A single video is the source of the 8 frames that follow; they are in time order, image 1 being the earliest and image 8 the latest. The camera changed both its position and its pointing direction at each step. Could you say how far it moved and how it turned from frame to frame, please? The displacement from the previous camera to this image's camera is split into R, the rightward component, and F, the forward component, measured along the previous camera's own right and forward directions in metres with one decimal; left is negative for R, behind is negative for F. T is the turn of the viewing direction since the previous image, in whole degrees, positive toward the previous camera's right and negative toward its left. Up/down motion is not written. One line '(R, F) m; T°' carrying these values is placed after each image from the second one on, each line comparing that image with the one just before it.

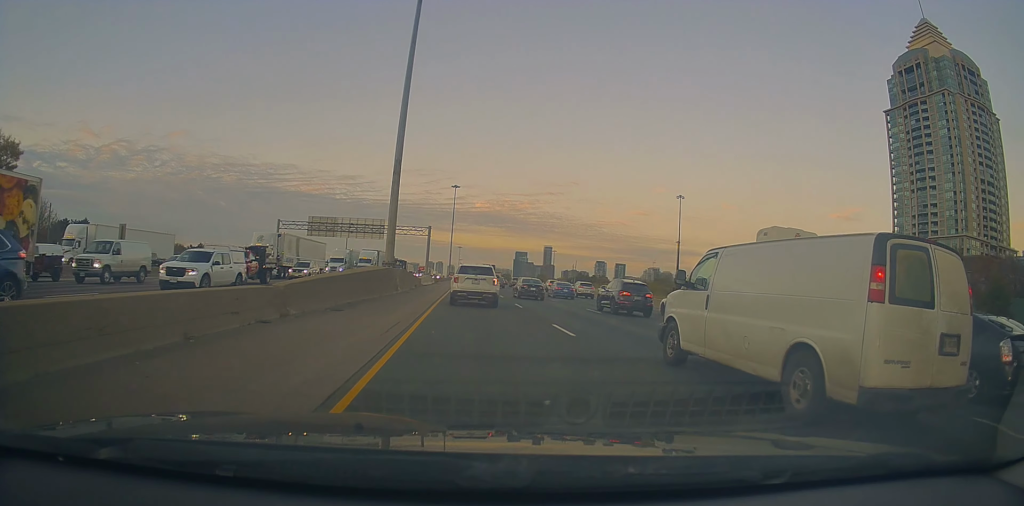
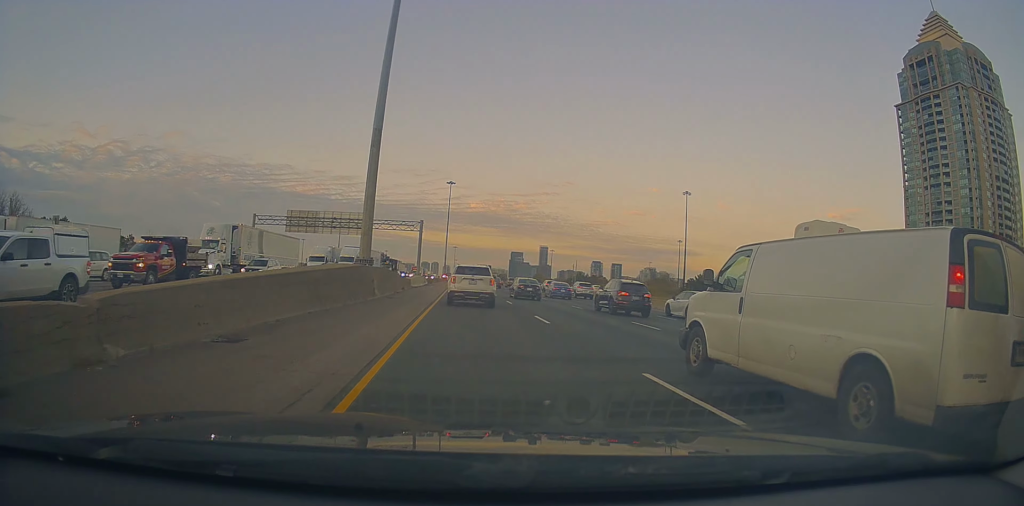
(-0.1, +8.4) m; -1°
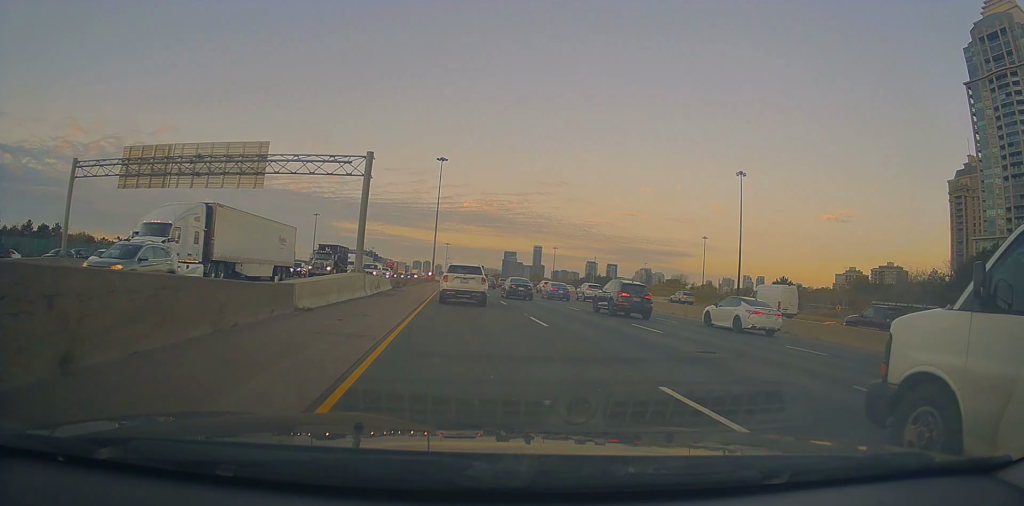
(+0.6, +36.9) m; +2°
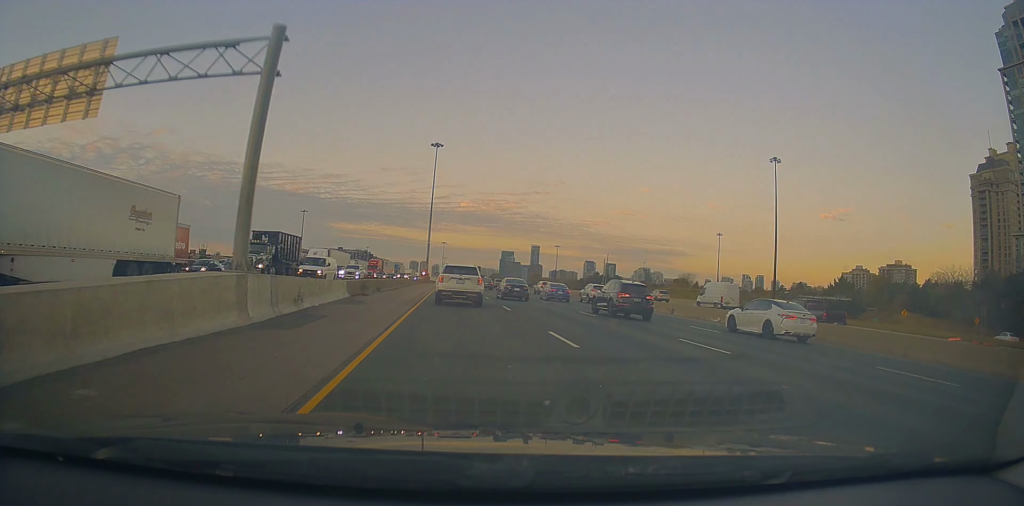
(-0.2, +16.7) m; -2°
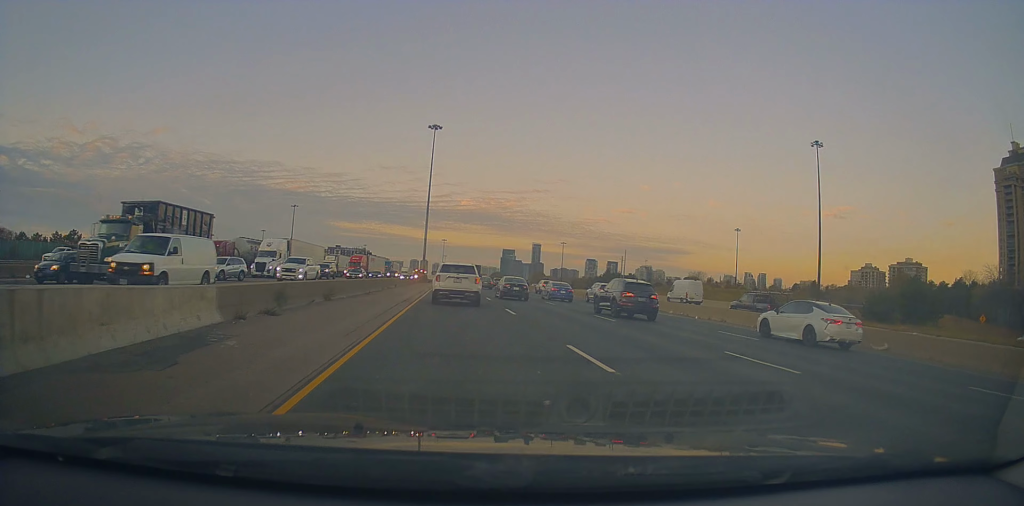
(-0.4, +15.1) m; -1°
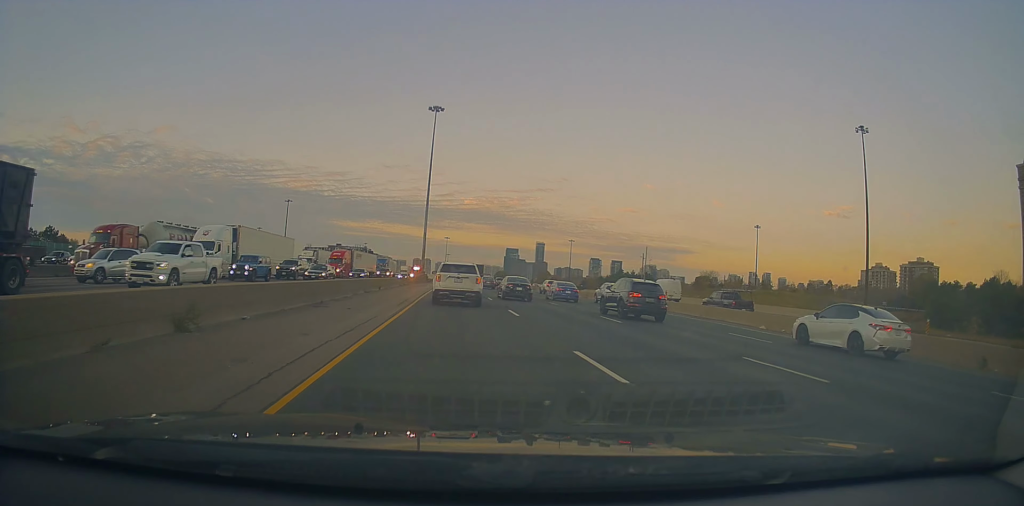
(0.0, +12.7) m; +1°
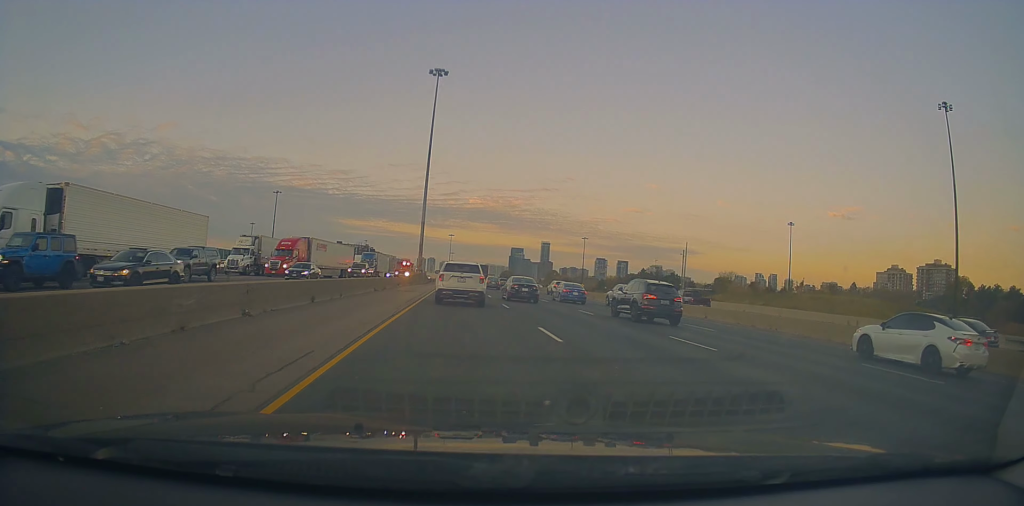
(+0.6, +19.6) m; +1°
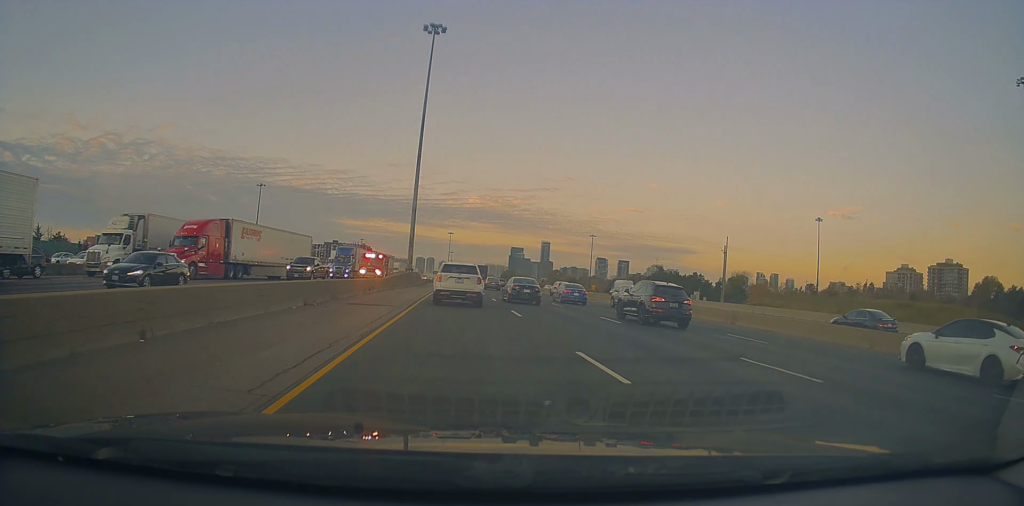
(-0.3, +16.6) m; -2°
